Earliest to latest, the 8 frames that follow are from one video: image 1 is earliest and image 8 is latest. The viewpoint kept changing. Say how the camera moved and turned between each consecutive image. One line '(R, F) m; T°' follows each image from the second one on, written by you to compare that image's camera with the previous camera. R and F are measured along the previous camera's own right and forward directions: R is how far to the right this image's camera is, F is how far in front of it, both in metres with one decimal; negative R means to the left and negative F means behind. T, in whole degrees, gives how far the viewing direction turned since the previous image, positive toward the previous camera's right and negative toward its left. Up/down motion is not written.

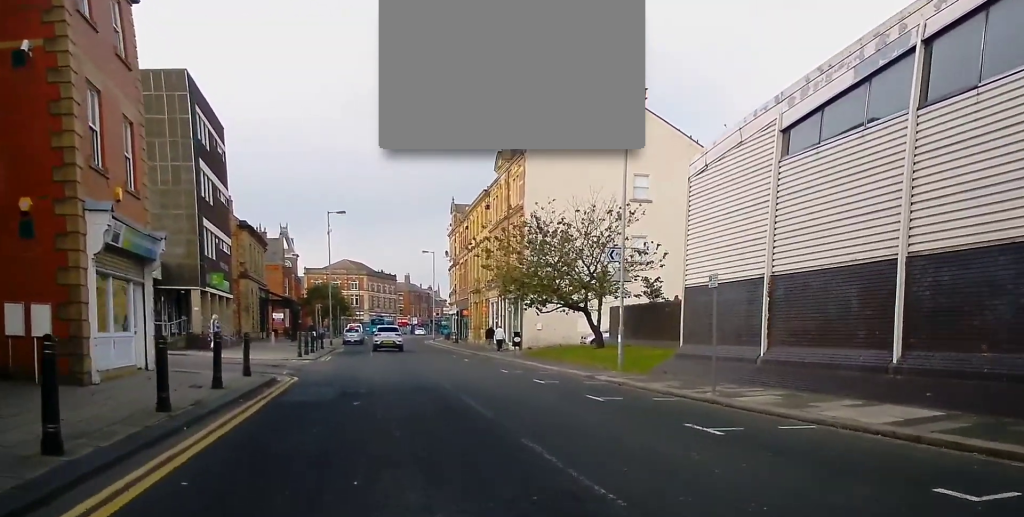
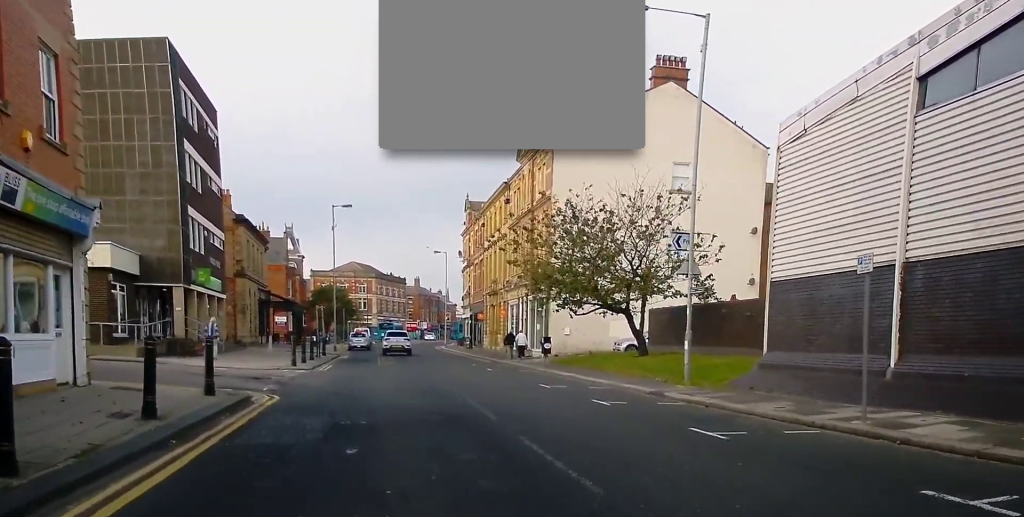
(-0.1, +5.4) m; +2°
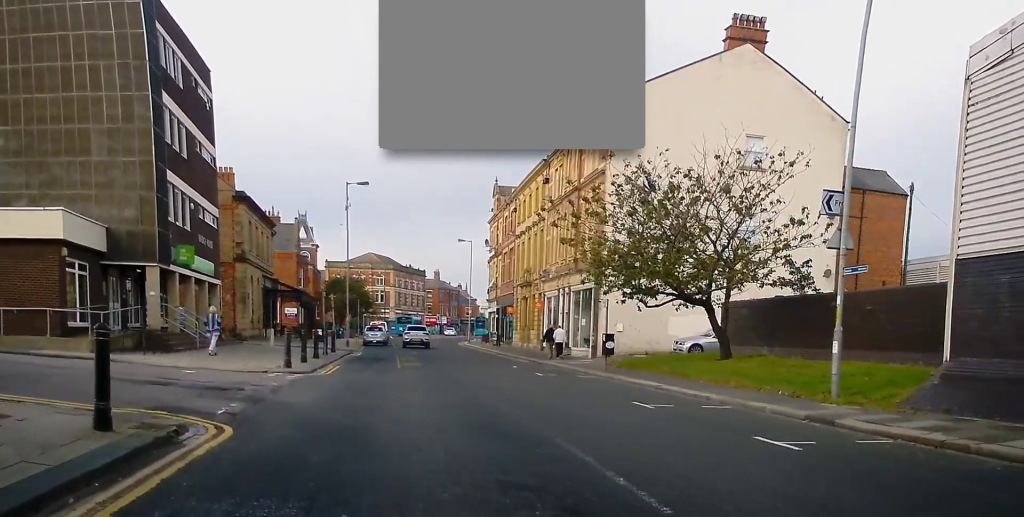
(+0.2, +6.9) m; -3°
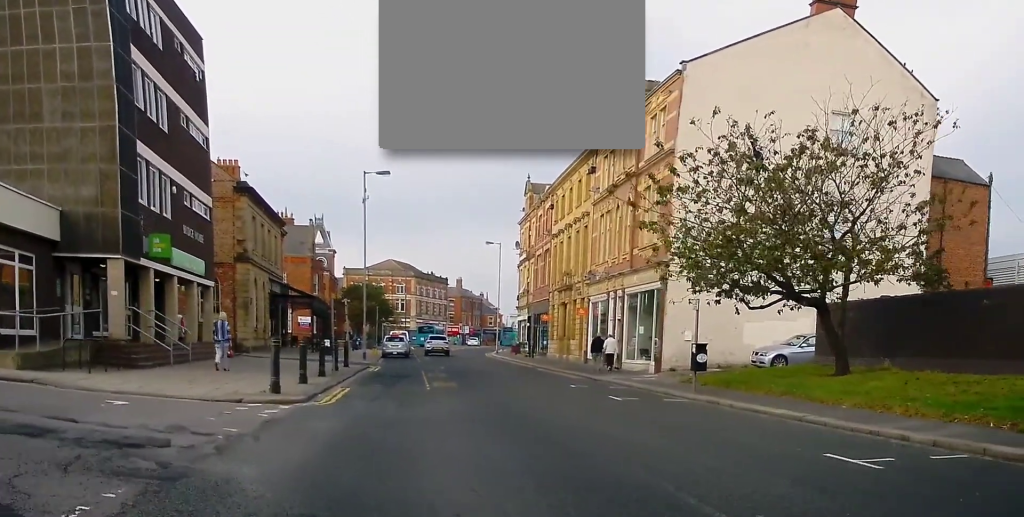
(-0.3, +6.6) m; -3°
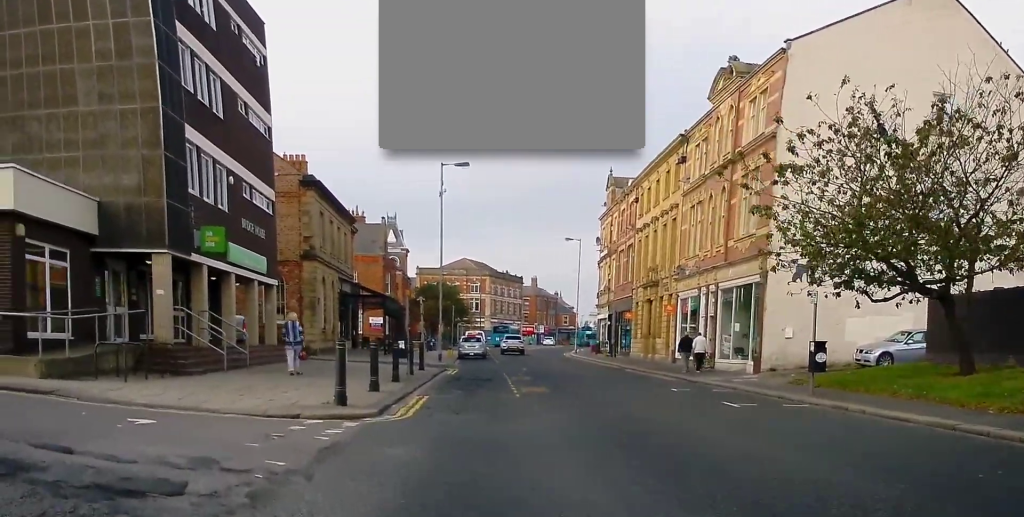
(+0.1, +2.5) m; -4°
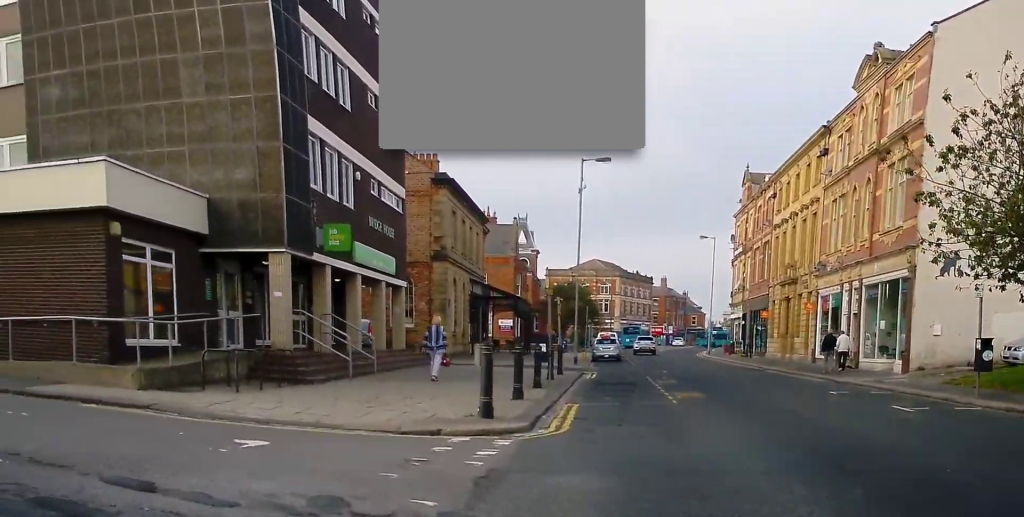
(-0.2, +1.6) m; -11°
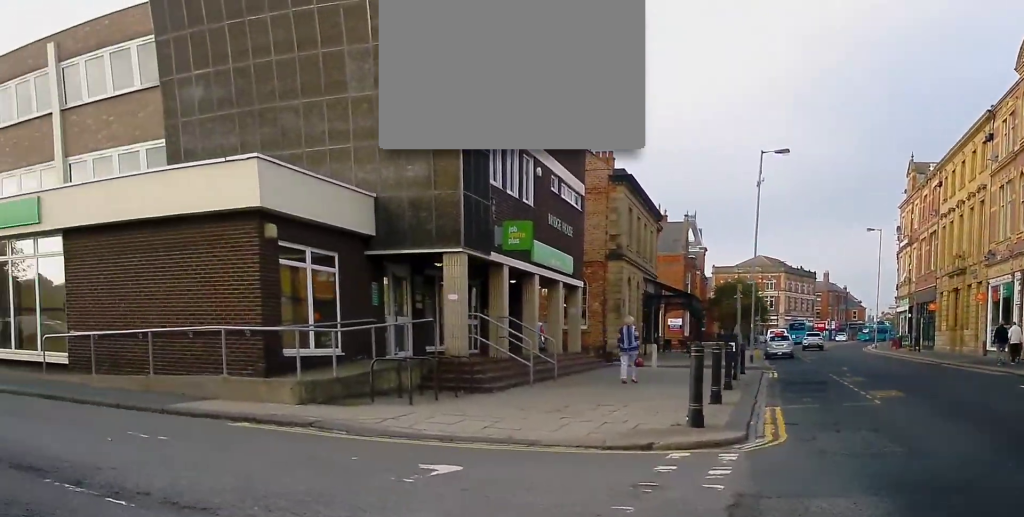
(0.0, +1.3) m; -10°
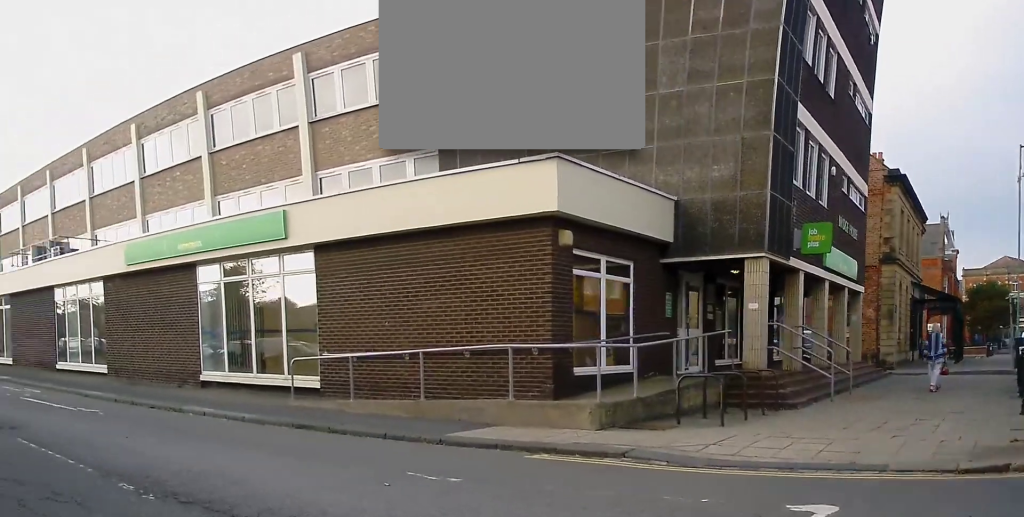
(-0.3, +1.3) m; -18°
